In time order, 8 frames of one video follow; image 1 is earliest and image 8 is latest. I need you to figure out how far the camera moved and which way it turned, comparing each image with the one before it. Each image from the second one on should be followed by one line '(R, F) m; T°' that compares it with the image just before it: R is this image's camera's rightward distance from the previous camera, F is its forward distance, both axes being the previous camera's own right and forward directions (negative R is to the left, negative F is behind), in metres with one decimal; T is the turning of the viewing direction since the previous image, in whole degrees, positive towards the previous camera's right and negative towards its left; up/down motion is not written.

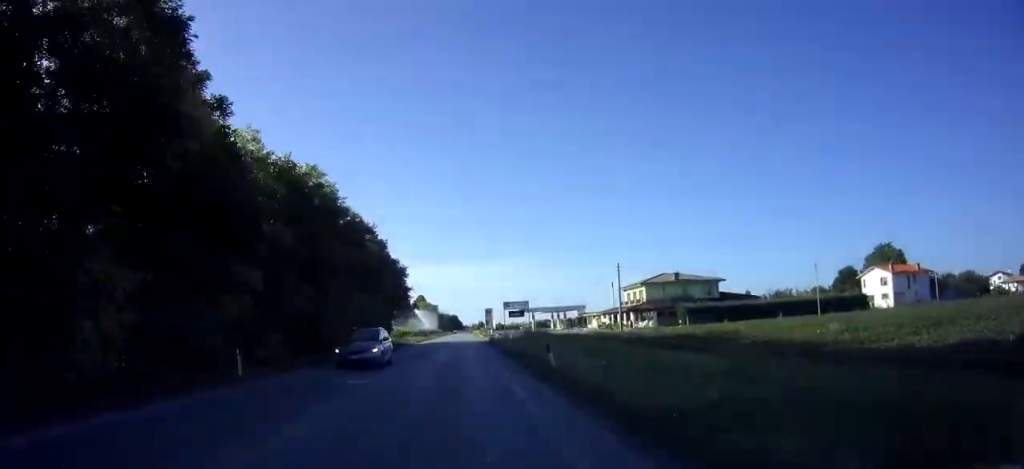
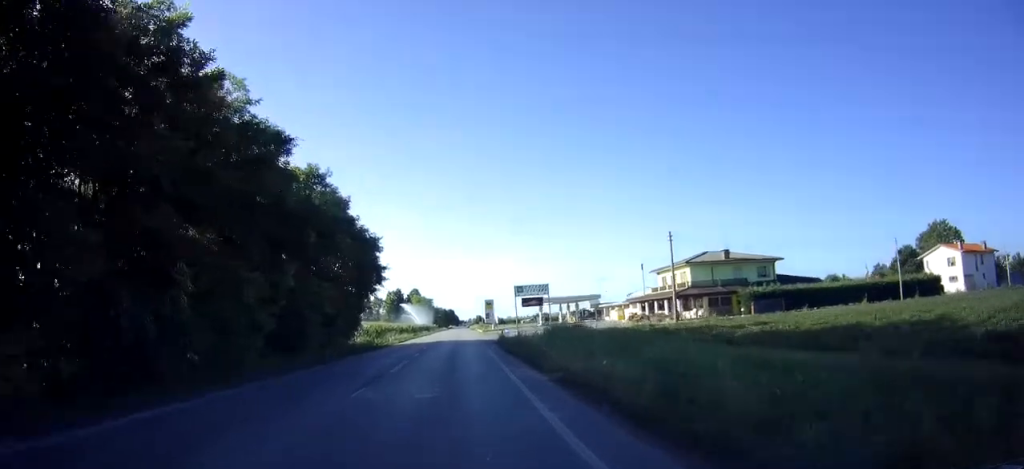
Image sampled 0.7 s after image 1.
(+0.1, +17.4) m; +1°
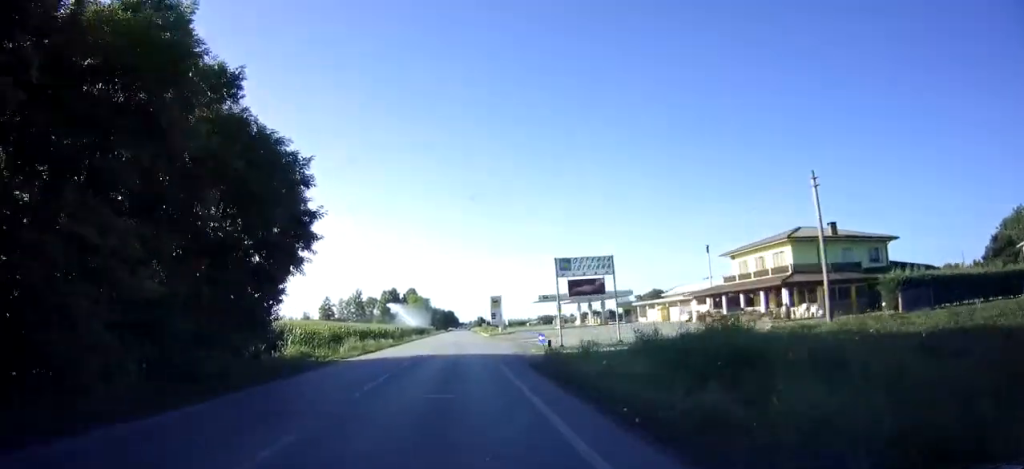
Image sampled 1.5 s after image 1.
(0.0, +20.9) m; 0°
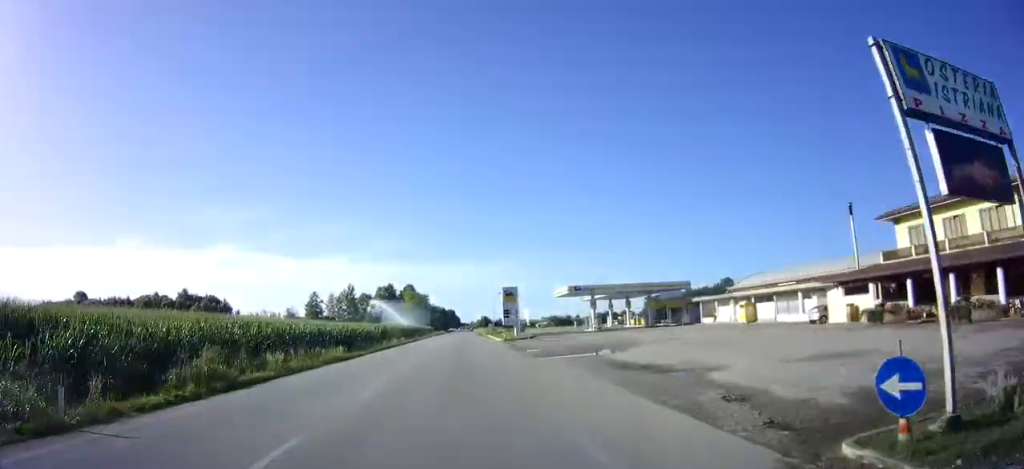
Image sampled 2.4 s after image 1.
(+0.1, +22.8) m; 0°
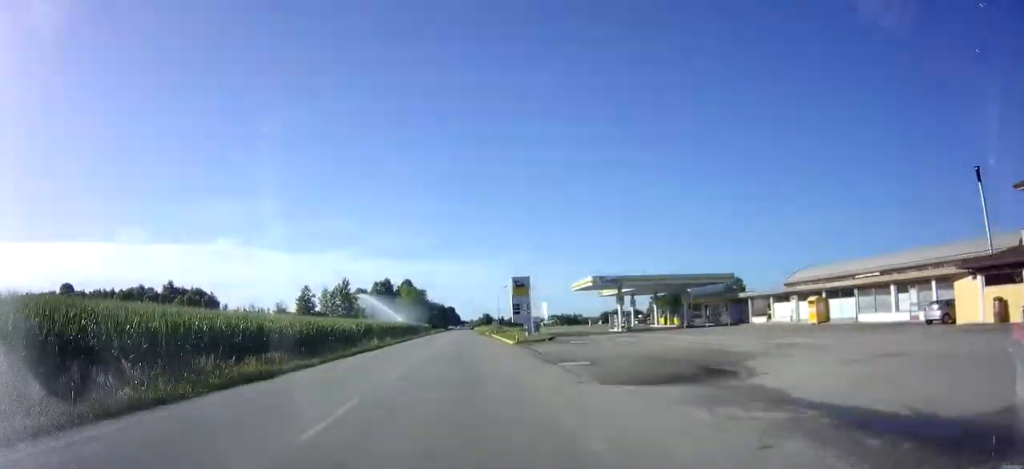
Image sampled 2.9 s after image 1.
(0.0, +12.7) m; 0°
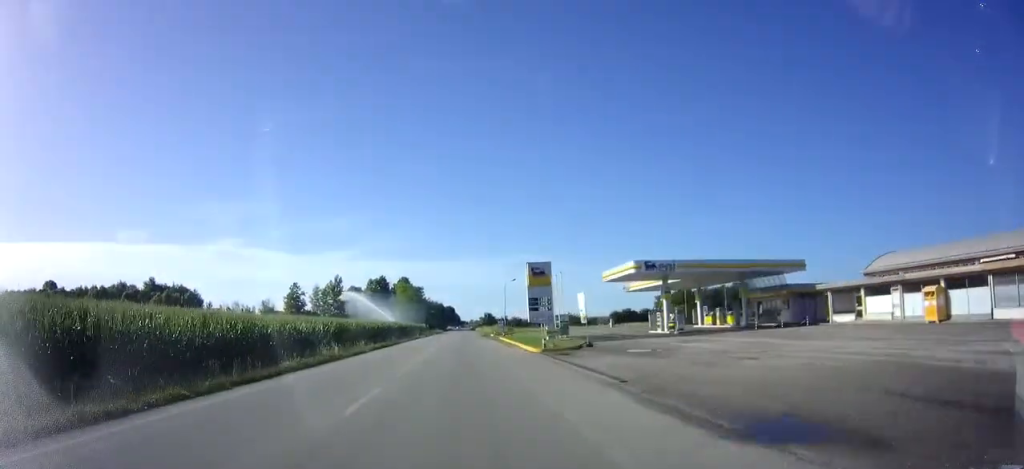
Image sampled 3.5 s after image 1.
(0.0, +13.5) m; 0°
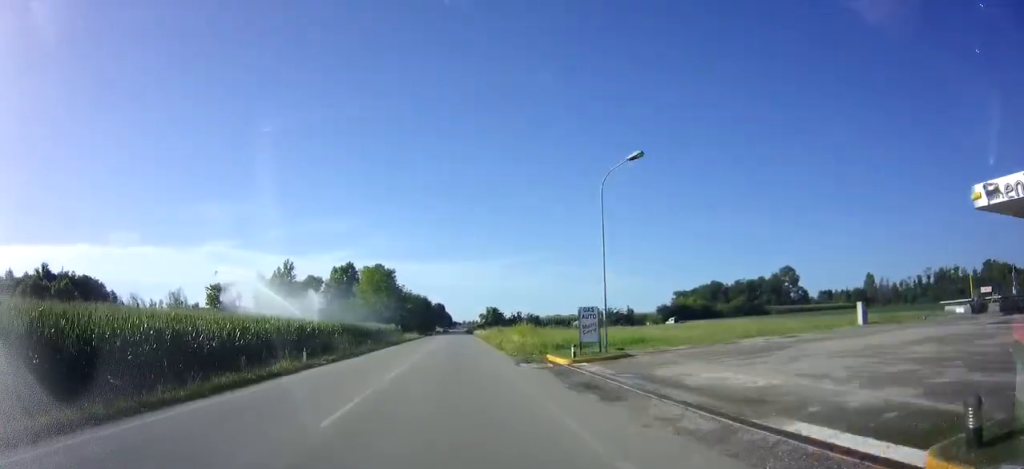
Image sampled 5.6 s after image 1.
(+0.1, +54.1) m; +1°
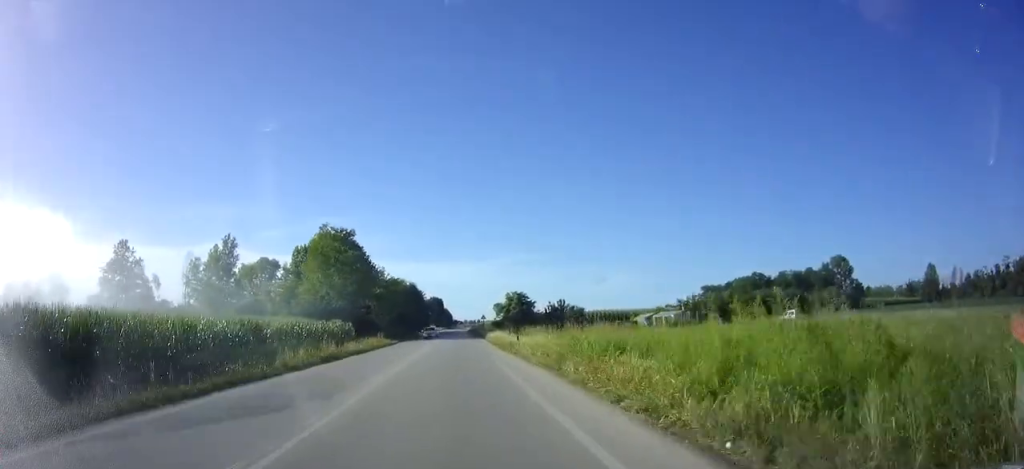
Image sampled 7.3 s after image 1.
(0.0, +44.6) m; 0°
